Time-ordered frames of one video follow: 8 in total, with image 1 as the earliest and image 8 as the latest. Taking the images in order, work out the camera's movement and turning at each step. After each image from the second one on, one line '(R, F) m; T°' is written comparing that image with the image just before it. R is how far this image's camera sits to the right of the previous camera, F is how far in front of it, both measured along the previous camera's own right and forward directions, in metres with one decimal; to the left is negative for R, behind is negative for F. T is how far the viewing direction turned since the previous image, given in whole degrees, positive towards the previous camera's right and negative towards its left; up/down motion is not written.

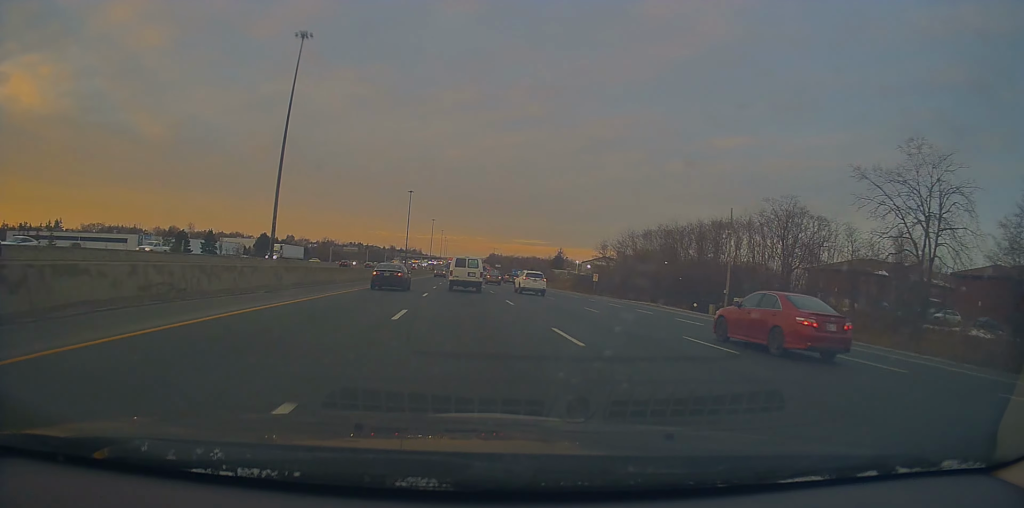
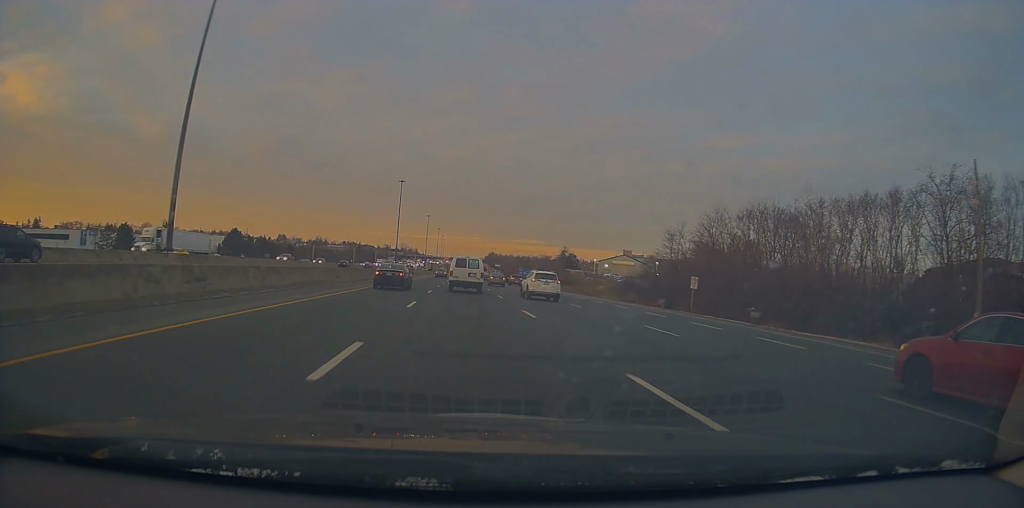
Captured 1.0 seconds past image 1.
(+0.1, +32.0) m; +1°
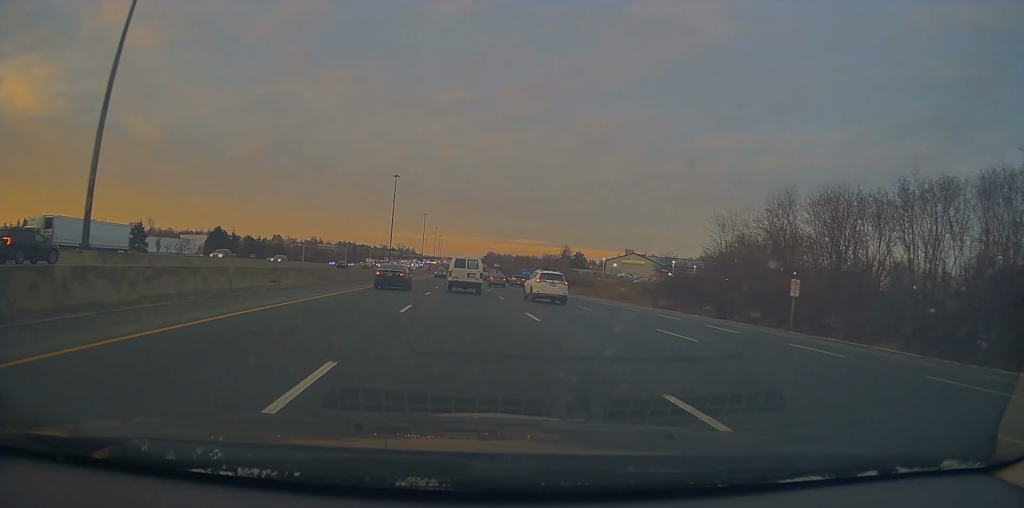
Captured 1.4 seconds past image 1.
(+0.3, +14.1) m; 0°
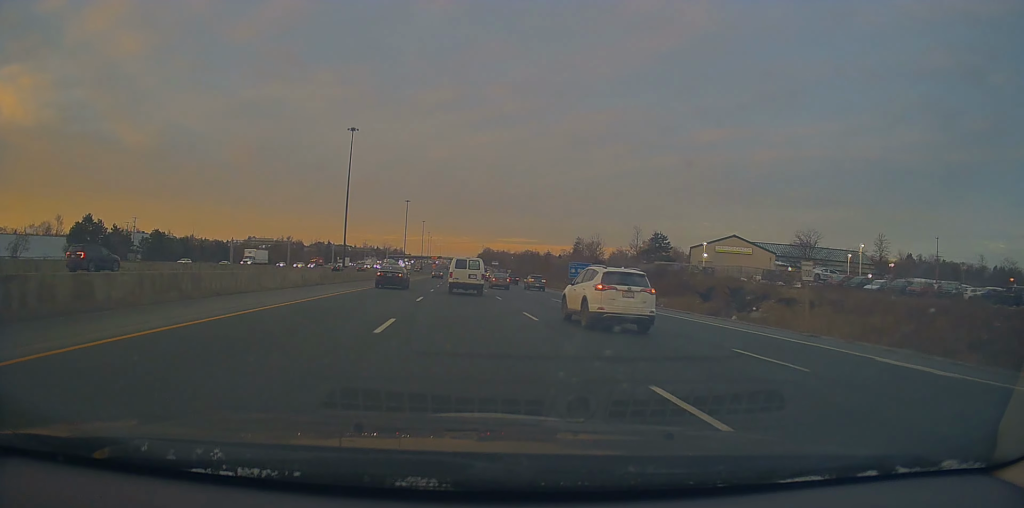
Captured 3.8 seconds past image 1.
(+1.2, +76.0) m; +1°
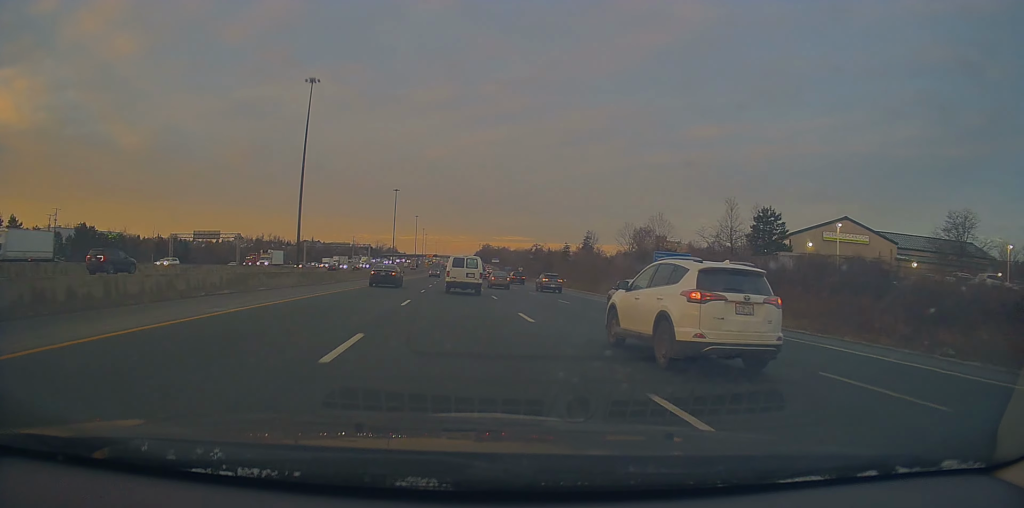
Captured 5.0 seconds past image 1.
(-0.5, +38.6) m; 0°
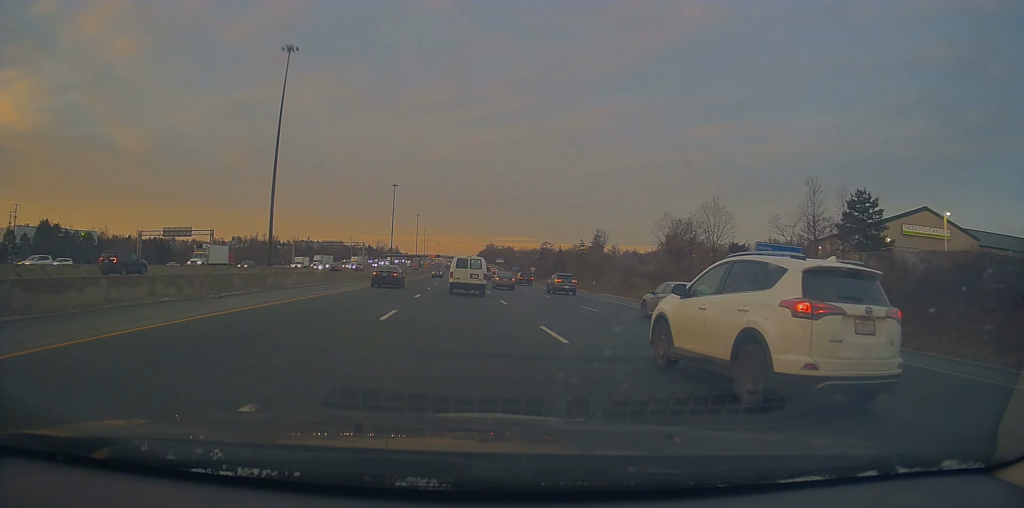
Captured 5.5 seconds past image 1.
(+0.2, +17.2) m; +1°
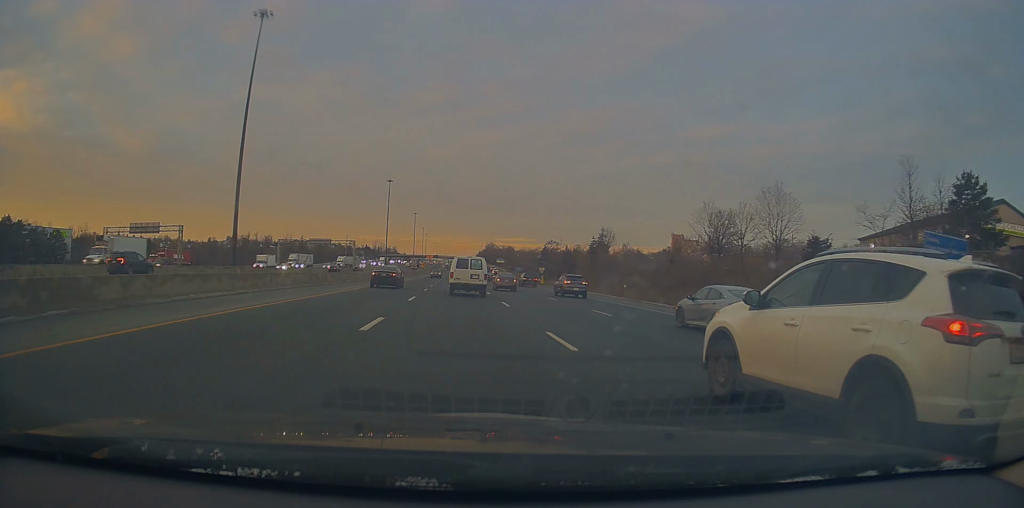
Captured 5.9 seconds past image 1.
(+0.1, +14.1) m; 0°
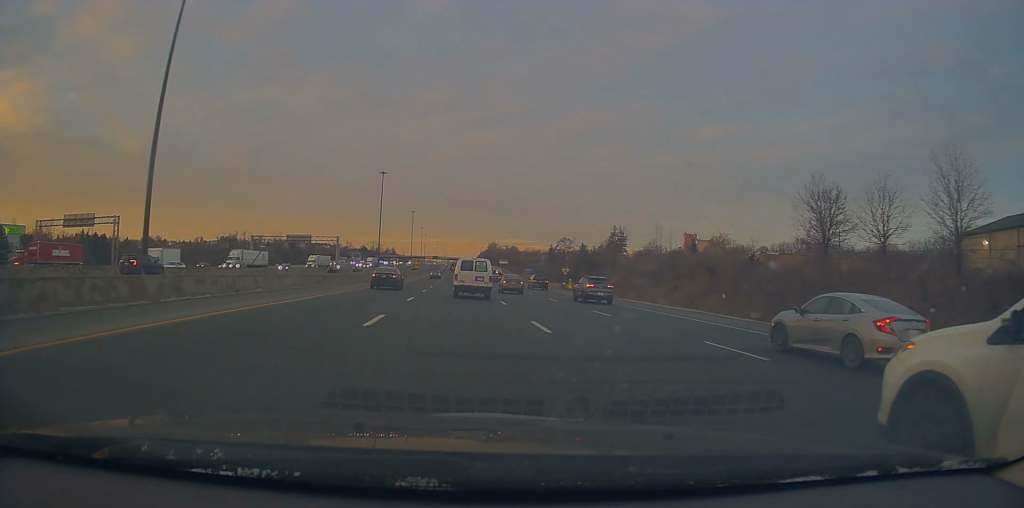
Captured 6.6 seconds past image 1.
(+0.1, +22.8) m; 0°
